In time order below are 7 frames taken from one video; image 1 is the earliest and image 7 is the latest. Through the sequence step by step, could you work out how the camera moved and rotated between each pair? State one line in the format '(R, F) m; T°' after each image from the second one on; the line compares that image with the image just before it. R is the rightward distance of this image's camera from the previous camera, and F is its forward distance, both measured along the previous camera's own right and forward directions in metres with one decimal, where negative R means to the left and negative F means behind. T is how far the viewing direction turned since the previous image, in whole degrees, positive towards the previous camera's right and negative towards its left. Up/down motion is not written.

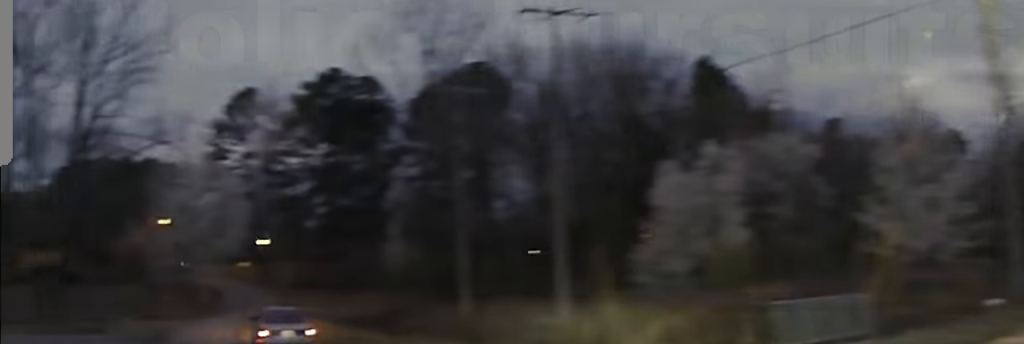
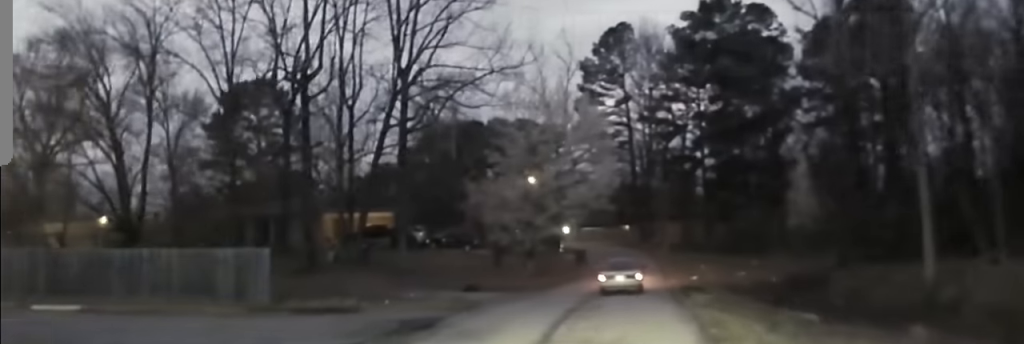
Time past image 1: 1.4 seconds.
(-2.9, +13.1) m; -15°
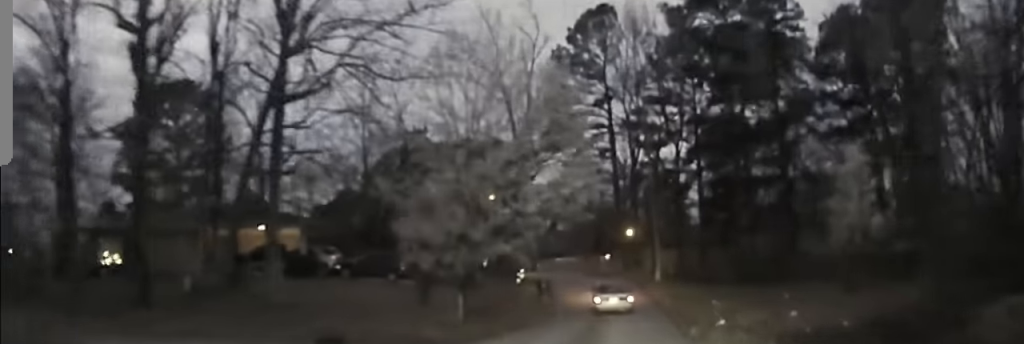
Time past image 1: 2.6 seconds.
(-0.4, +14.2) m; -4°
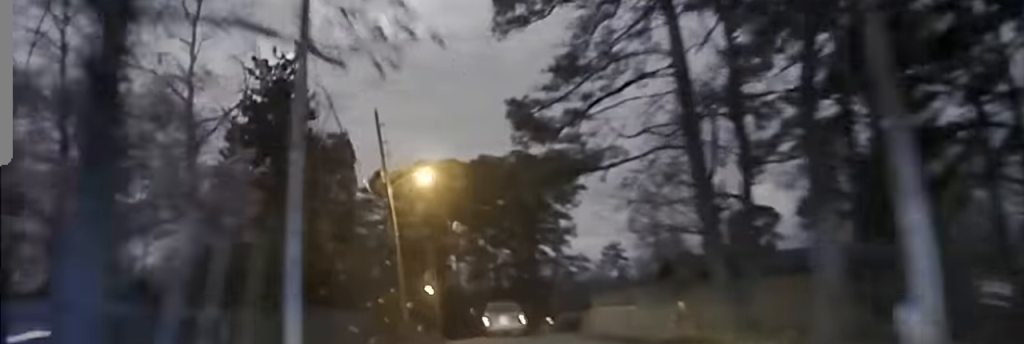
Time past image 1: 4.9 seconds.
(-1.5, +42.0) m; -2°
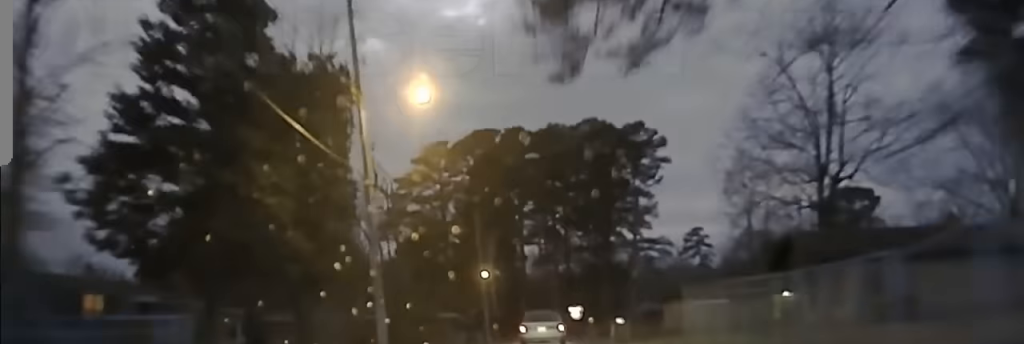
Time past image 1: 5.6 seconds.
(-0.2, +15.8) m; -4°
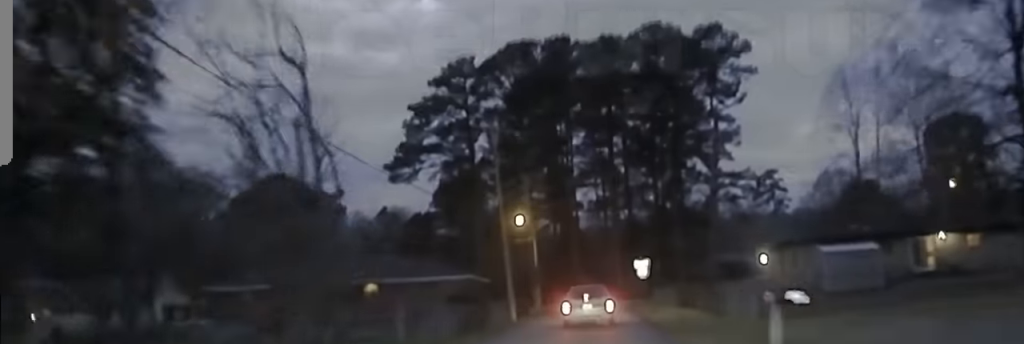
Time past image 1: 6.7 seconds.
(-1.4, +21.9) m; -6°
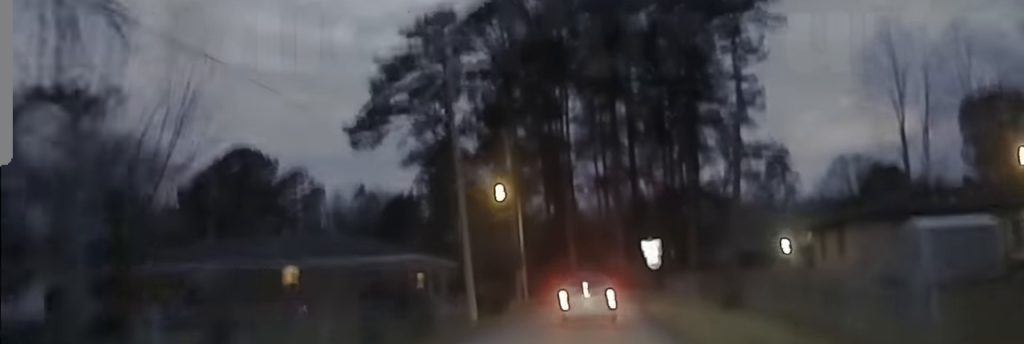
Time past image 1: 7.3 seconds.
(-0.4, +12.8) m; -3°
